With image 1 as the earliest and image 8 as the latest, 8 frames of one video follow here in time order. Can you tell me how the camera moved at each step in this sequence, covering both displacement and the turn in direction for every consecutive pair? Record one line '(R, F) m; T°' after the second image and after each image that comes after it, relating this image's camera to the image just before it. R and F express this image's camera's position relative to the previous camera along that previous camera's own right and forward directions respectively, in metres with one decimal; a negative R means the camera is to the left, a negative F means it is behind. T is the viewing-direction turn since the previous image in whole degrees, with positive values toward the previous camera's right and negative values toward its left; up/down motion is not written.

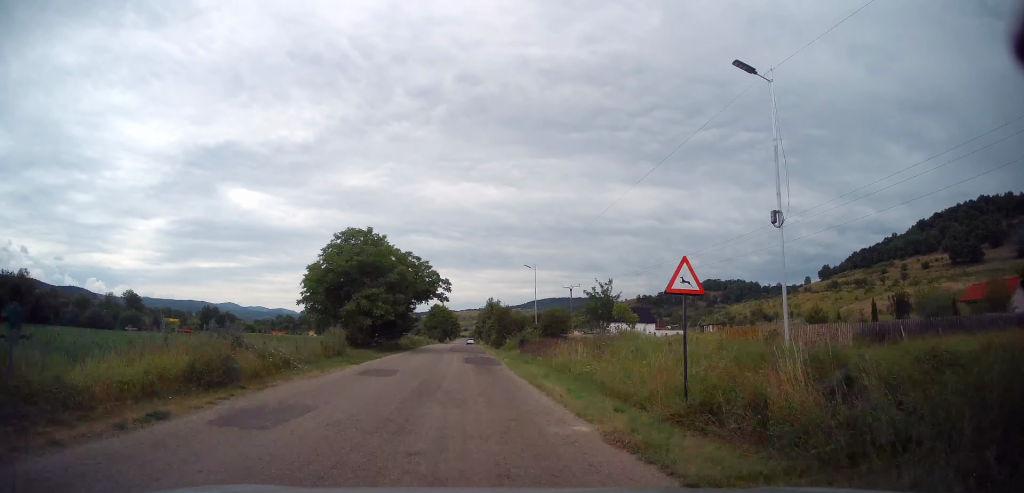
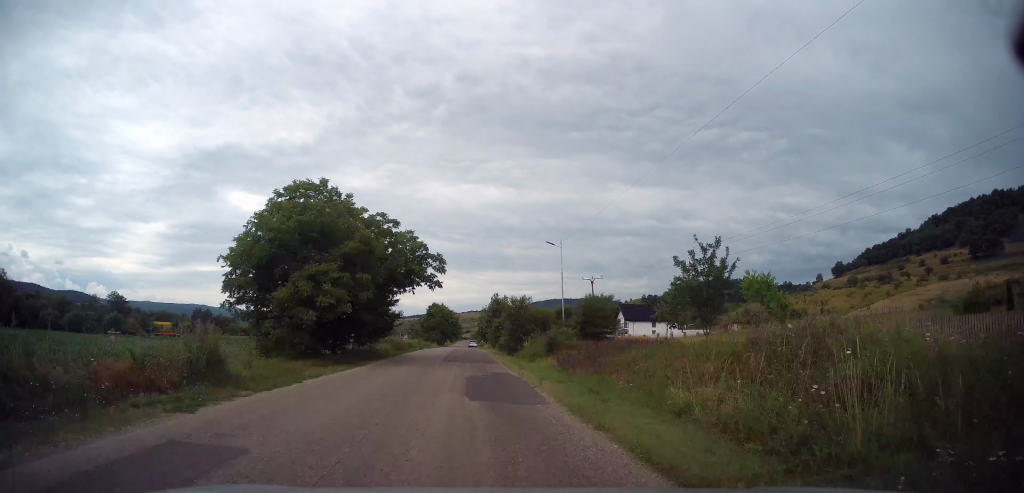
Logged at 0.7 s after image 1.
(+0.1, +12.6) m; +1°
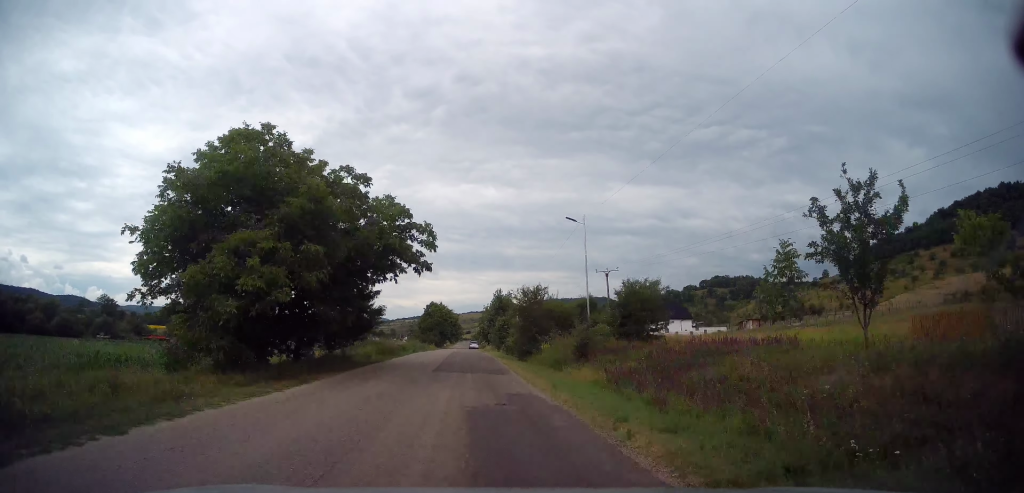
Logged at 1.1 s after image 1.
(+0.2, +7.2) m; 0°
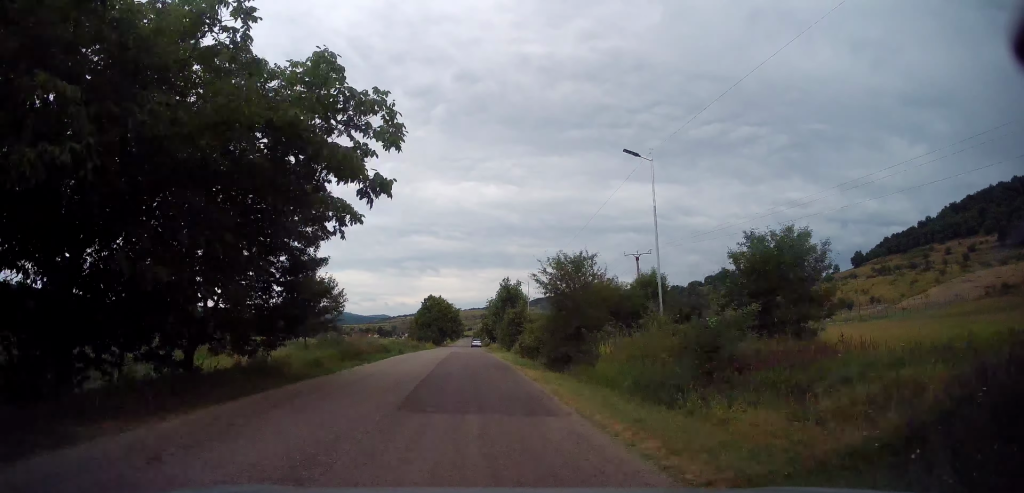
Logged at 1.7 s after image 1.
(0.0, +10.3) m; -1°
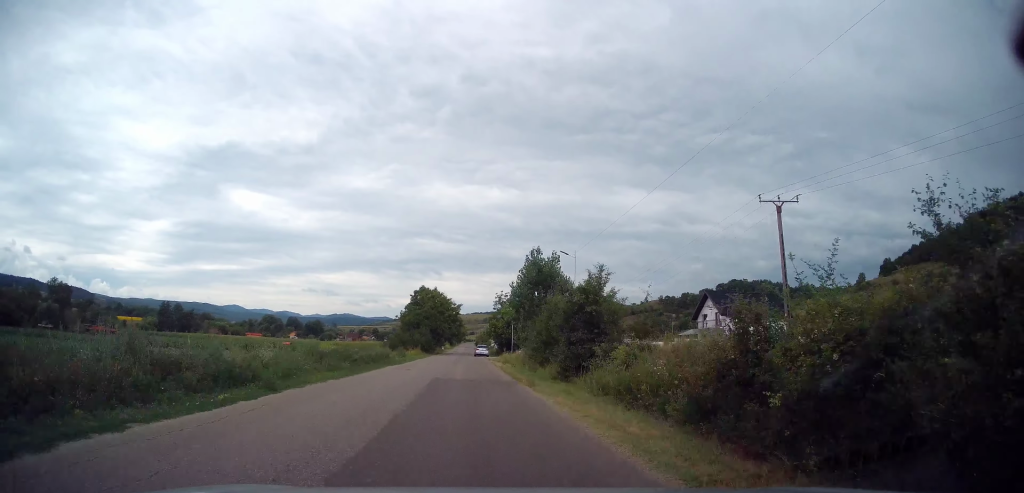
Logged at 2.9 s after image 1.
(-1.0, +23.5) m; -3°
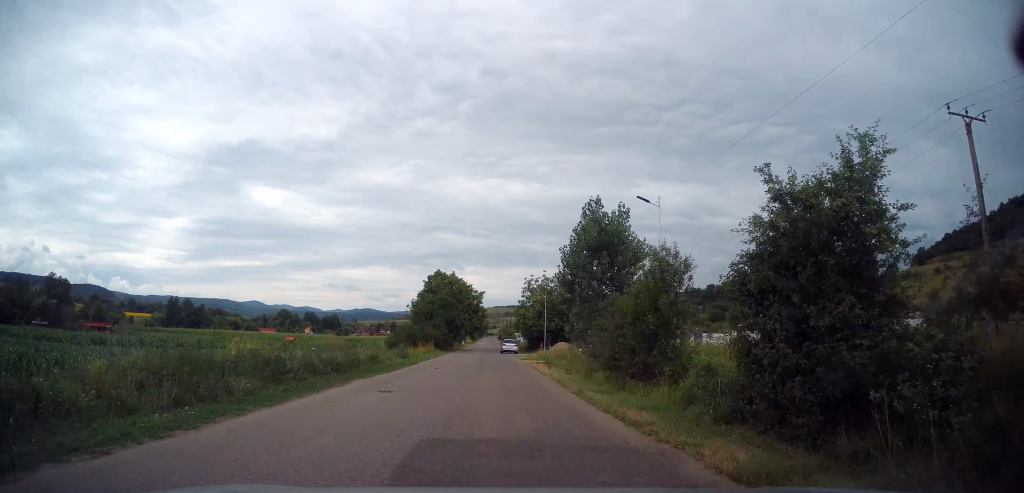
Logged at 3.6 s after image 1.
(-0.2, +12.0) m; 0°
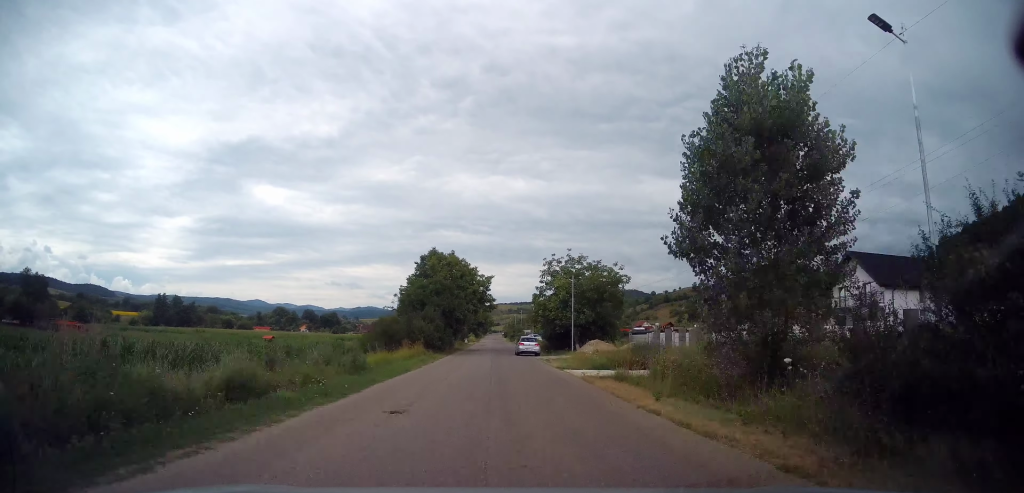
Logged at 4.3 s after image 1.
(+0.3, +14.2) m; +1°
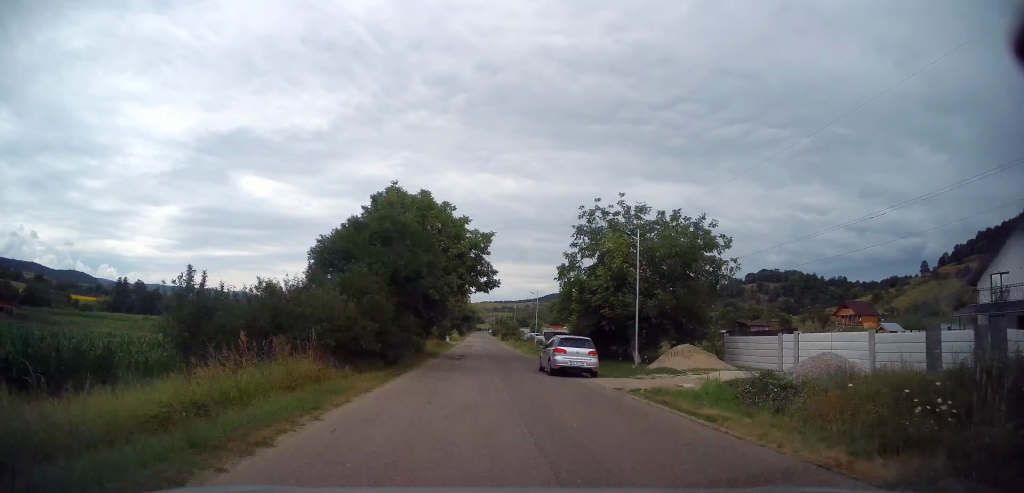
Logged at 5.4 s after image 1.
(0.0, +21.1) m; 0°
